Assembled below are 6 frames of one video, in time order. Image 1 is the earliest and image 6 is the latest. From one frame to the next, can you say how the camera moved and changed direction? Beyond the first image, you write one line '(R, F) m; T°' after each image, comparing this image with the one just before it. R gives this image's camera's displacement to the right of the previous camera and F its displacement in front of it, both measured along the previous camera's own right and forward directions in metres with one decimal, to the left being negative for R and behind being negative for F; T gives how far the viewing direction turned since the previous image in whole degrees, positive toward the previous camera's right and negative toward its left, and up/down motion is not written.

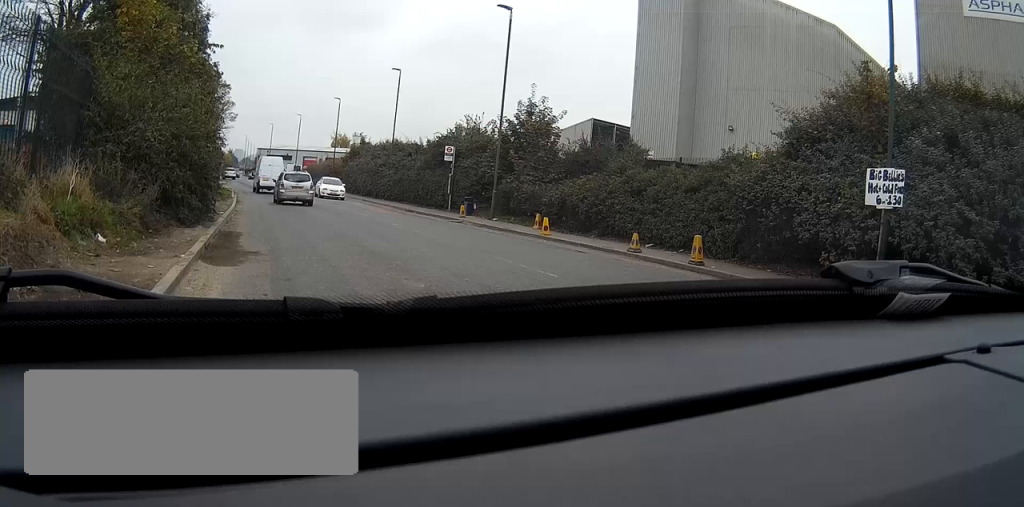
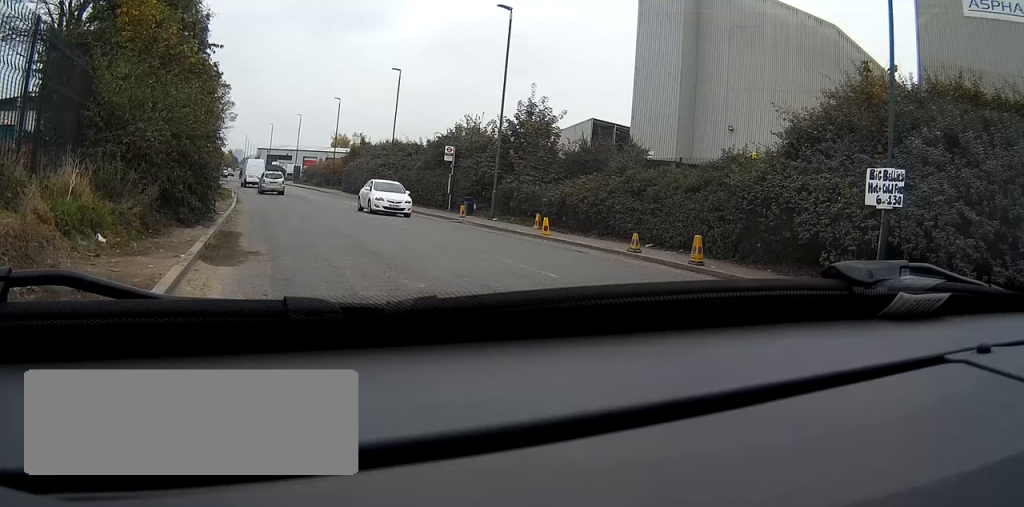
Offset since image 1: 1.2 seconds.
(0.0, 0.0) m; 0°
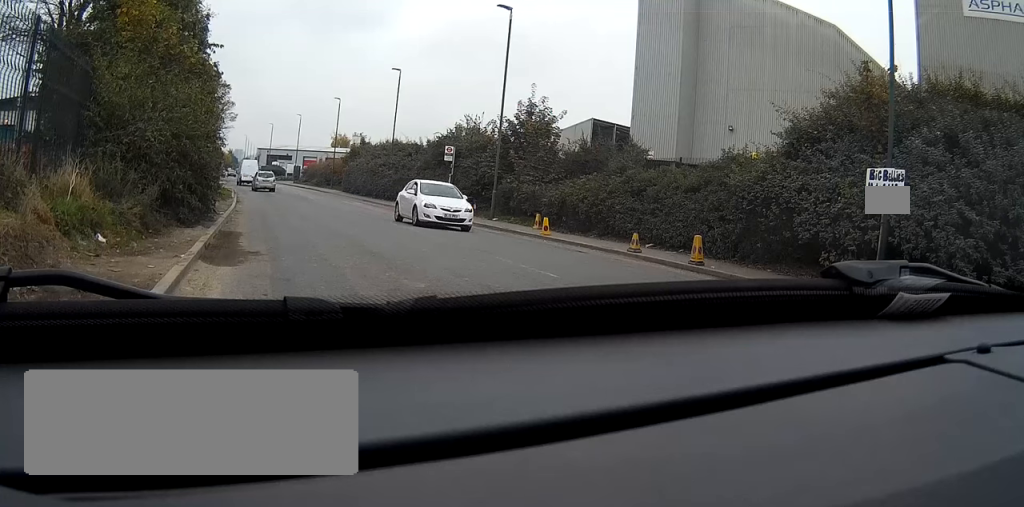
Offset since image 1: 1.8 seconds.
(0.0, 0.0) m; 0°
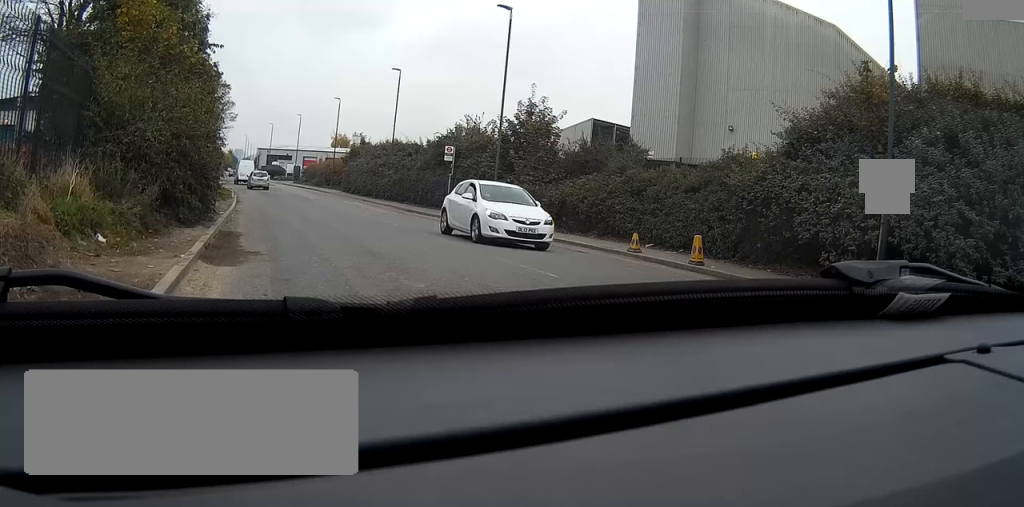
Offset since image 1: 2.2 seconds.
(0.0, 0.0) m; 0°
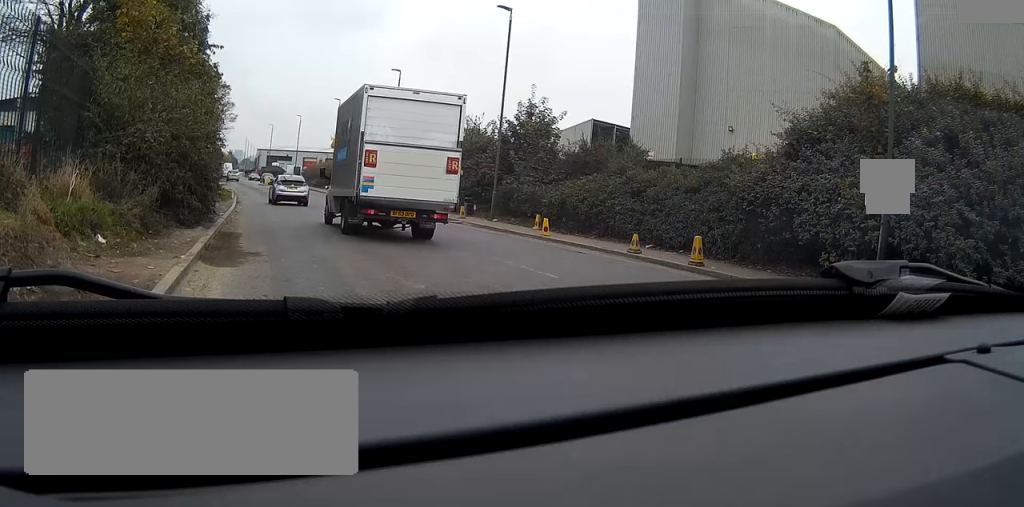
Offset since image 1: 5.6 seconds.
(0.0, 0.0) m; 0°
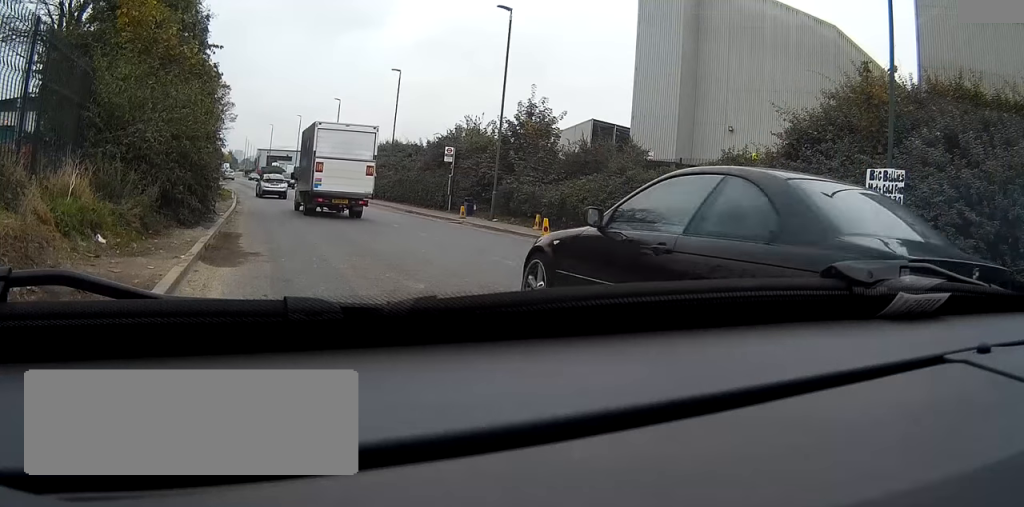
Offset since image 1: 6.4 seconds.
(0.0, 0.0) m; 0°
